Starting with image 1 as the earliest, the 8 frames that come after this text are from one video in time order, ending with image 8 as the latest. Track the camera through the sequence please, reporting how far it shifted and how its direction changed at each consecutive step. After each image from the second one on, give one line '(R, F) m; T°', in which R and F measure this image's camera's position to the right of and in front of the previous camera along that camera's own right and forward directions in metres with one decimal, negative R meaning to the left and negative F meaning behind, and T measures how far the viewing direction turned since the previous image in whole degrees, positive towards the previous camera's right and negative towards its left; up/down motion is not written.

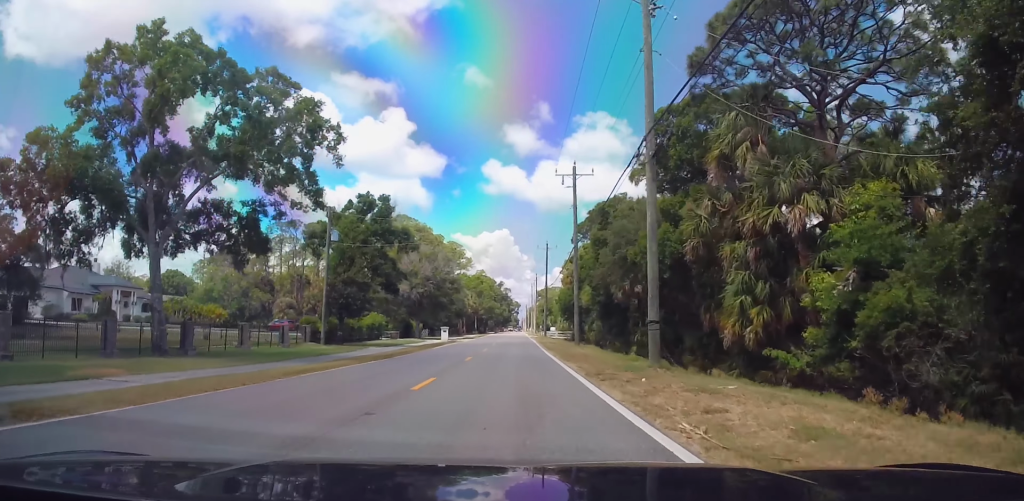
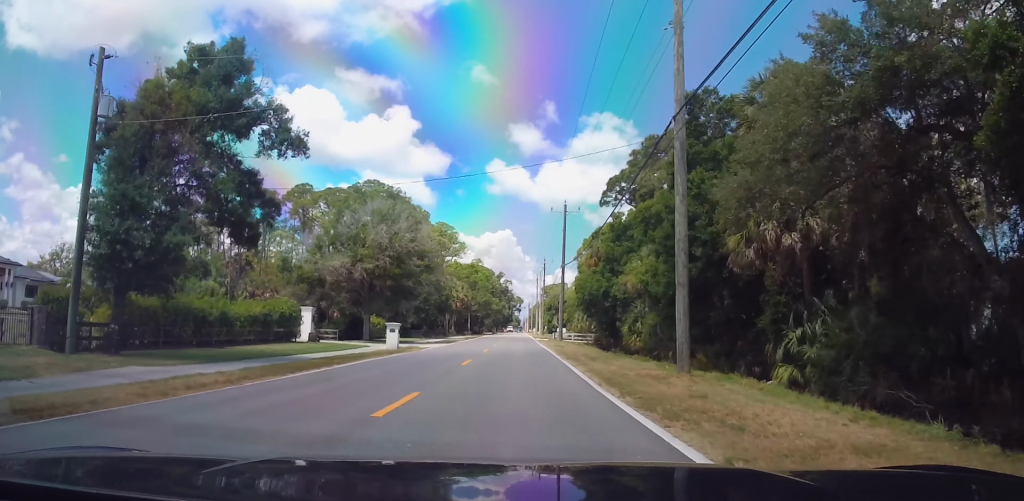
(+0.6, +28.3) m; +2°
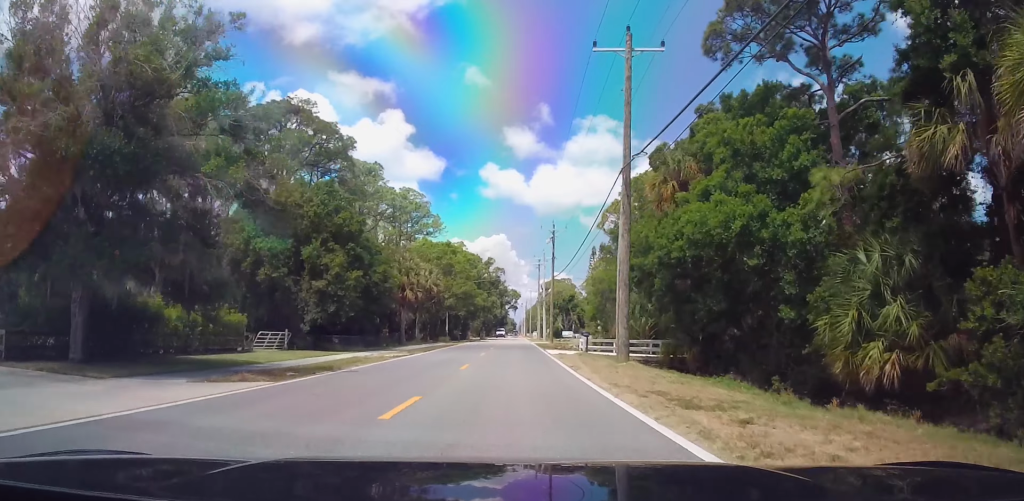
(0.0, +36.1) m; -1°
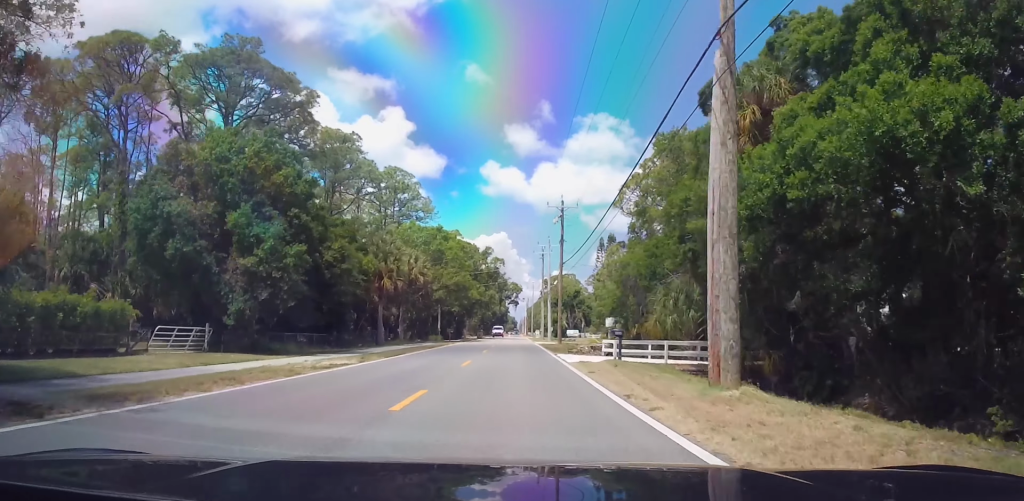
(-0.1, +11.1) m; -1°
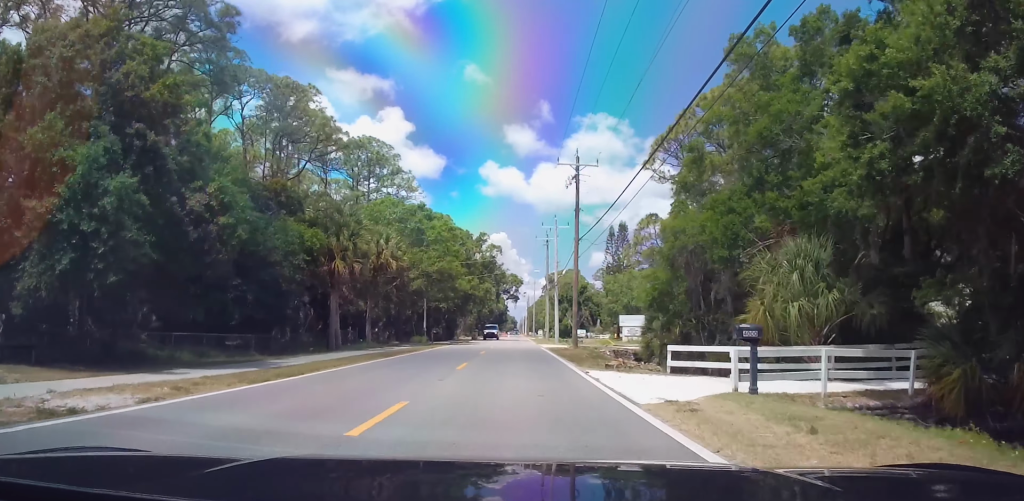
(-0.4, +13.9) m; 0°
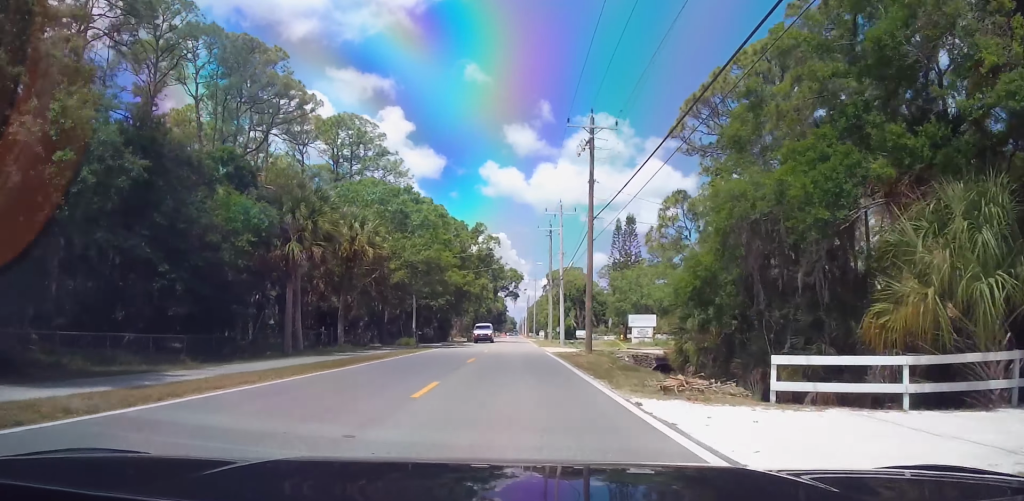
(+0.2, +7.8) m; +1°
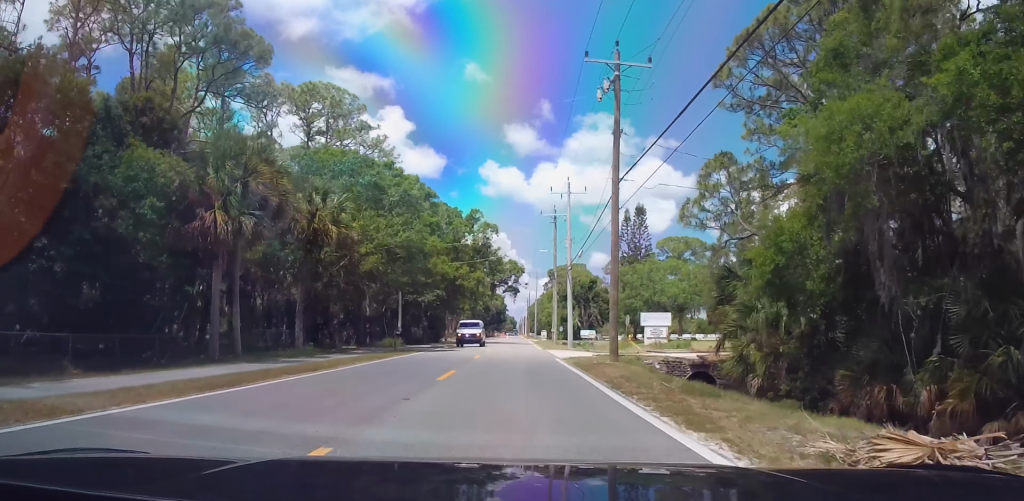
(+0.1, +8.3) m; +1°
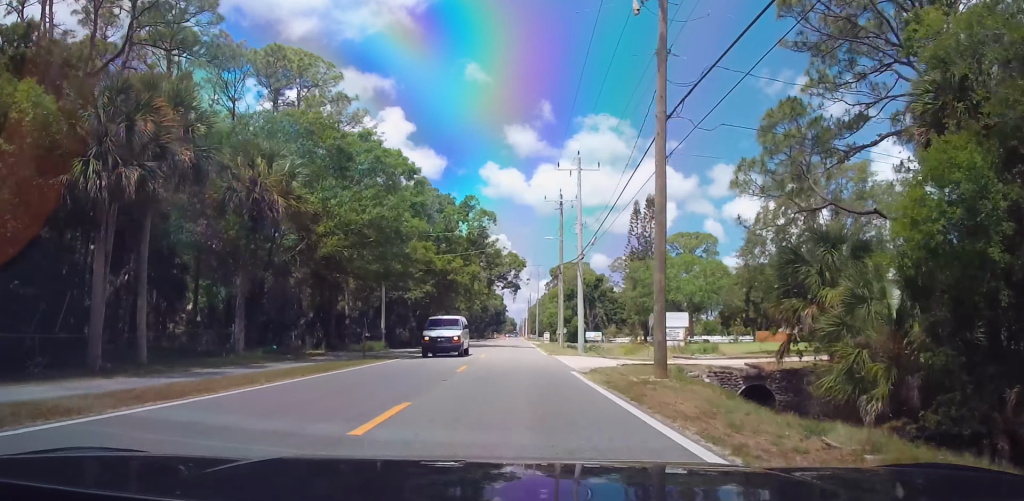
(0.0, +7.8) m; 0°
